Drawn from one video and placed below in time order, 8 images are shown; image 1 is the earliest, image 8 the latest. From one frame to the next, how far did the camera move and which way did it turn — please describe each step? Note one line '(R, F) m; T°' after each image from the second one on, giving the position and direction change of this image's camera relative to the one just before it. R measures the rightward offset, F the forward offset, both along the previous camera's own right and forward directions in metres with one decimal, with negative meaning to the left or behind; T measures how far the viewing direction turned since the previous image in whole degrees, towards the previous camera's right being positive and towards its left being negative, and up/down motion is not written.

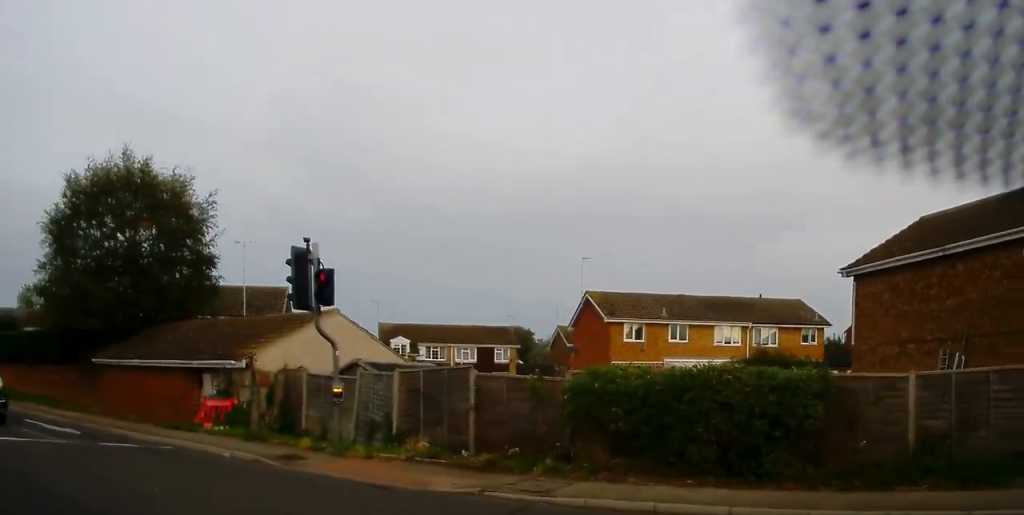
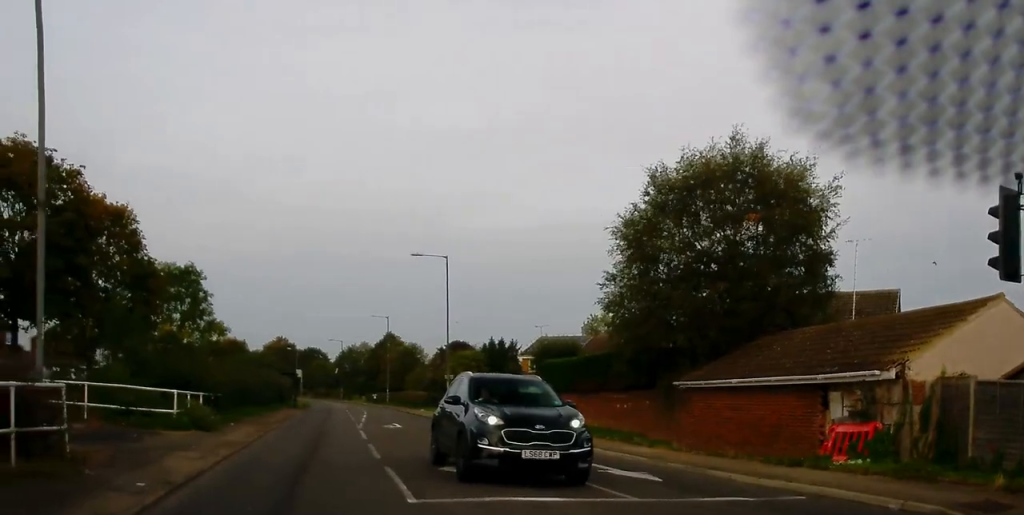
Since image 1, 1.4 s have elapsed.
(-2.1, +4.8) m; -32°
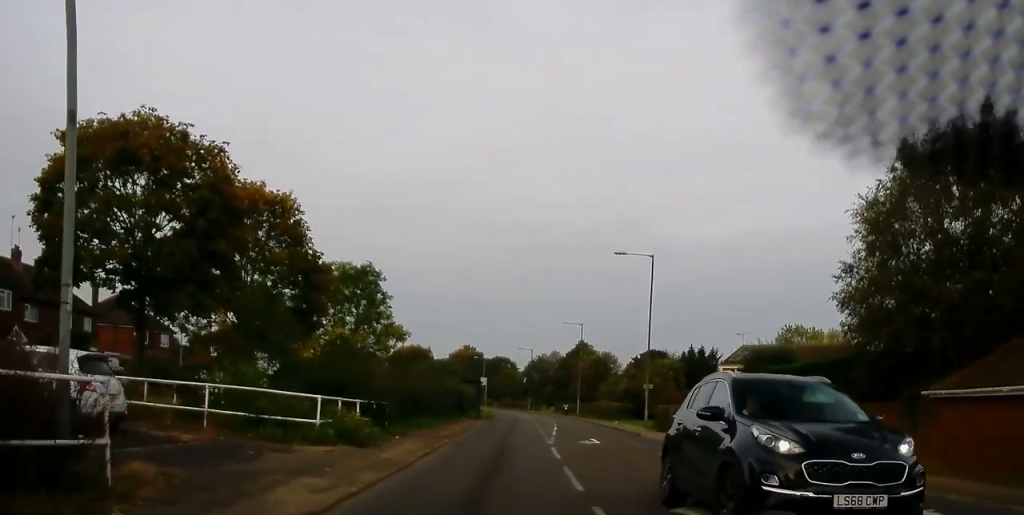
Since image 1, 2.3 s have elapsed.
(-0.3, +4.2) m; -3°
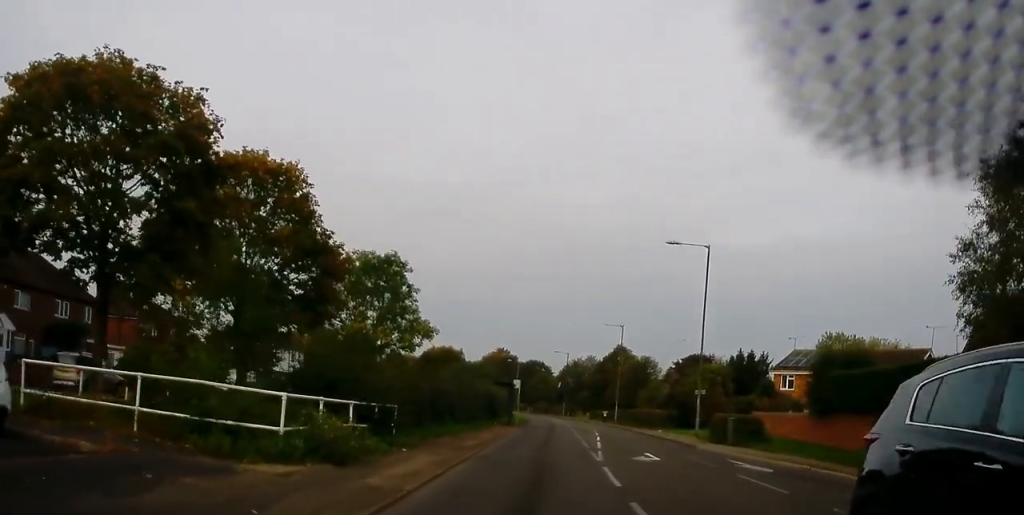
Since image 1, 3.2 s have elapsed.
(+0.1, +5.2) m; -3°
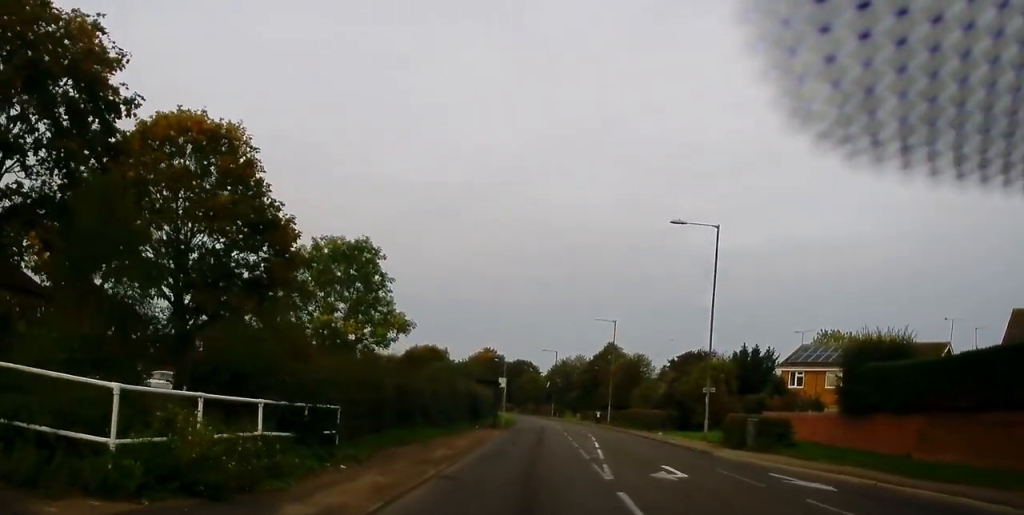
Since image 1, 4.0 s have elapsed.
(-0.3, +5.1) m; -5°
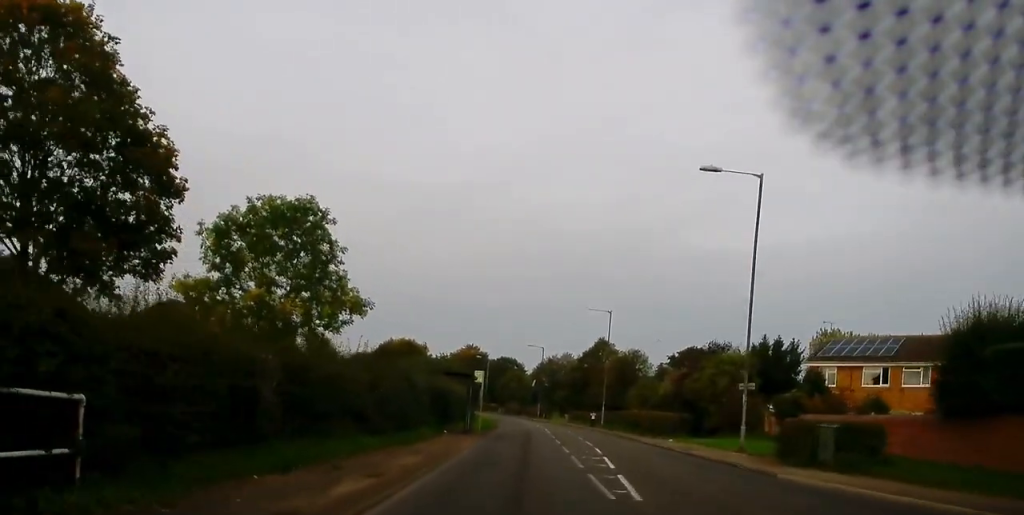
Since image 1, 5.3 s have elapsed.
(0.0, +9.1) m; +4°
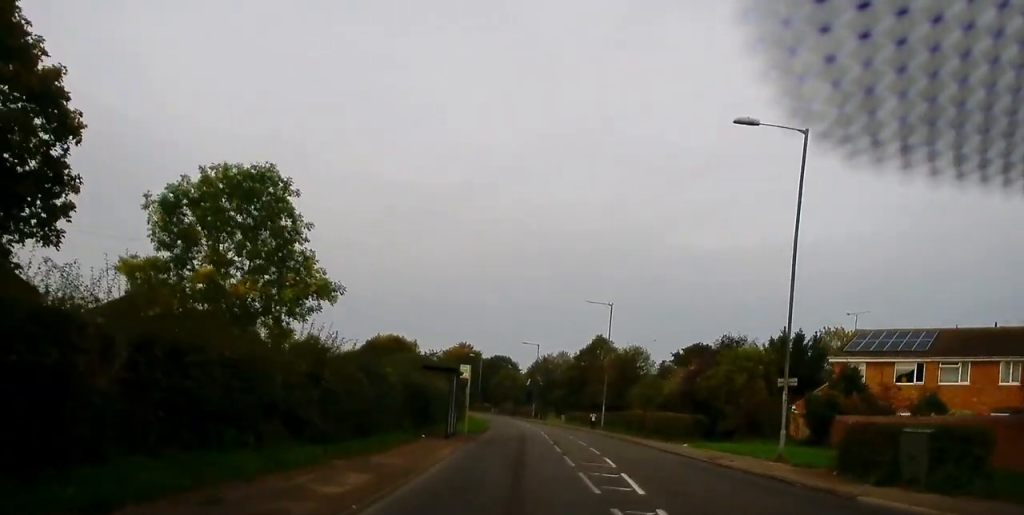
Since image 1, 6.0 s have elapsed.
(+0.3, +5.2) m; +3°
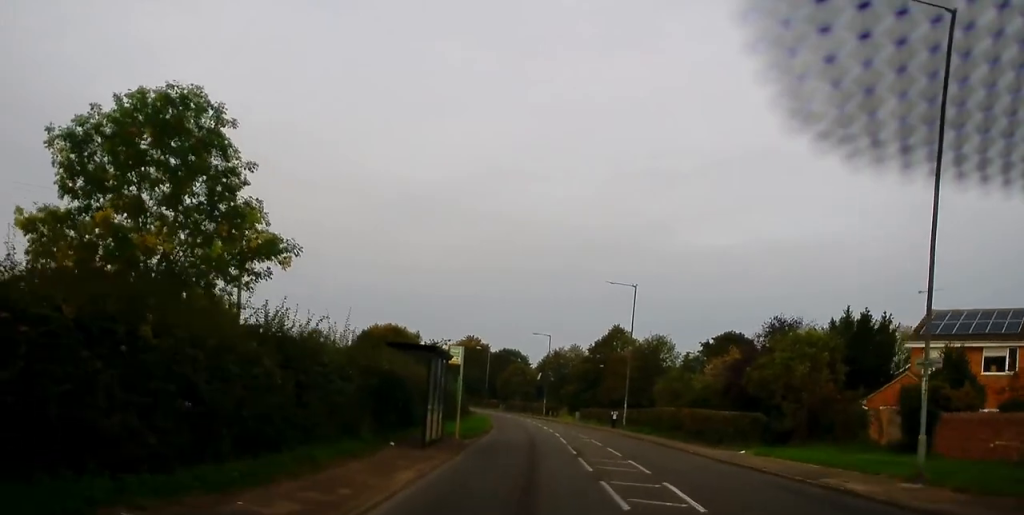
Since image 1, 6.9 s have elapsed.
(0.0, +8.3) m; 0°
